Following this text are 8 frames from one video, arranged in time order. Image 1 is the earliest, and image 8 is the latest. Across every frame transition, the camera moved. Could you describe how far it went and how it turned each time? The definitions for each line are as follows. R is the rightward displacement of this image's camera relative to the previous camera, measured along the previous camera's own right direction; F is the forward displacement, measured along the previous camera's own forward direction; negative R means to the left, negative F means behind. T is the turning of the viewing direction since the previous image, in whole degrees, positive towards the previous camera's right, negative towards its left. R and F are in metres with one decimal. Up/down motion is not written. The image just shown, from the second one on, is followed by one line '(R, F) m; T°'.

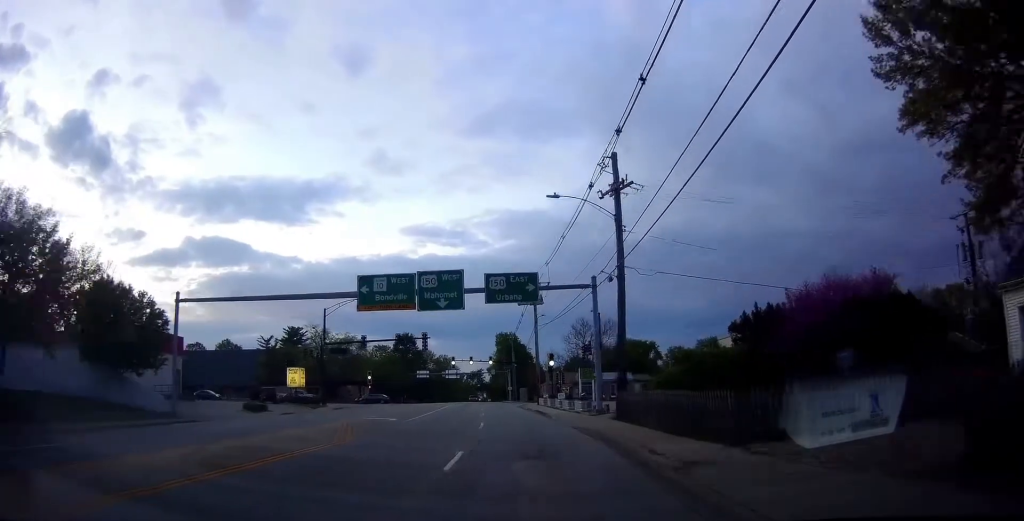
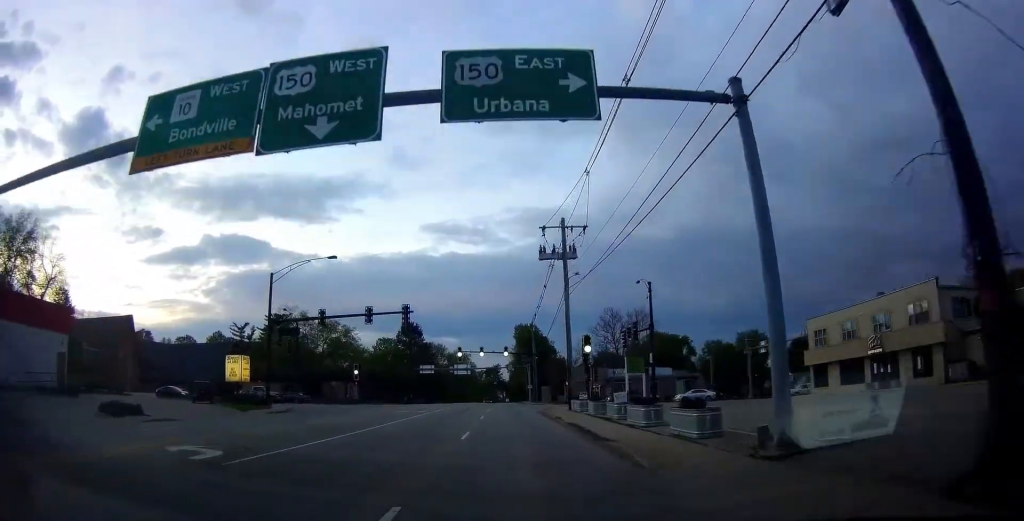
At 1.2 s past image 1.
(+0.8, +18.5) m; +1°
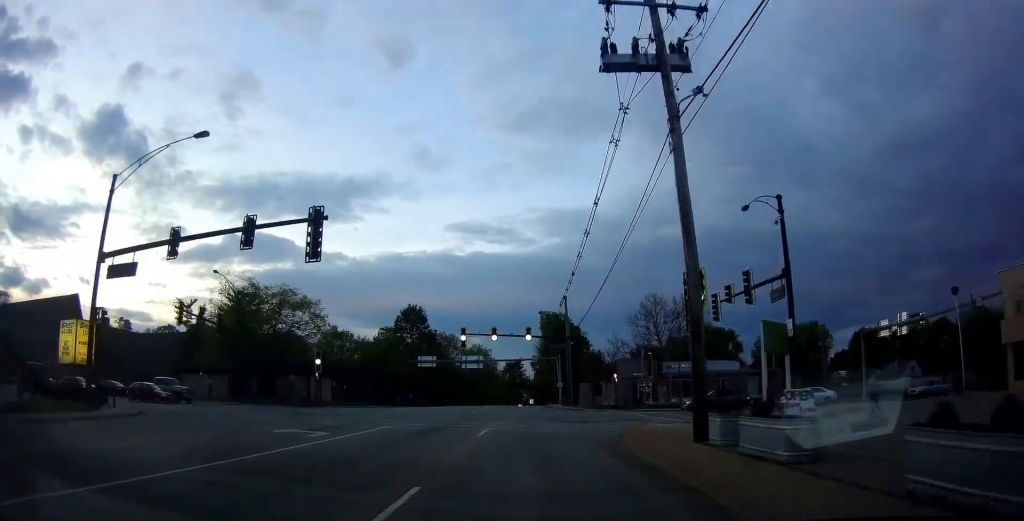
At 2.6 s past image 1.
(-1.6, +23.2) m; -6°
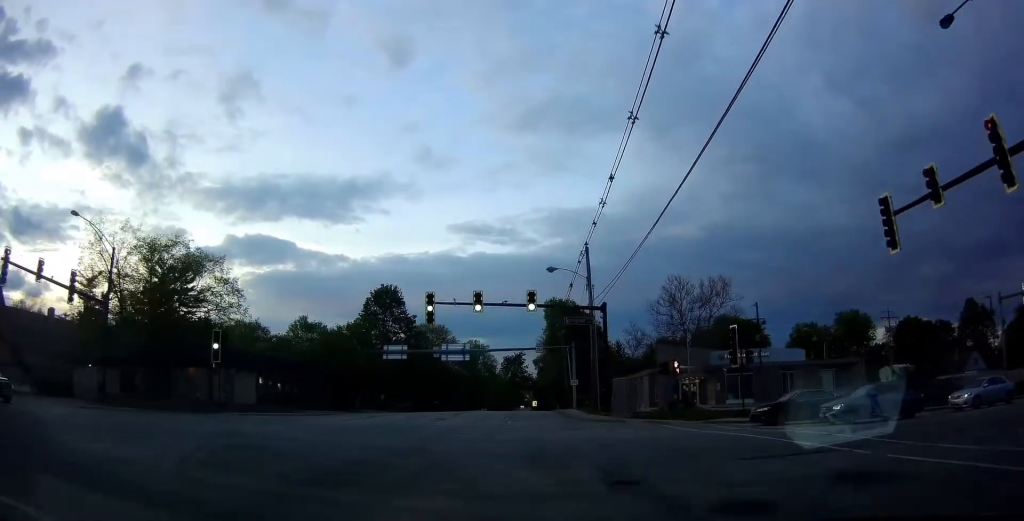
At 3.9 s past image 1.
(-0.1, +20.4) m; +2°
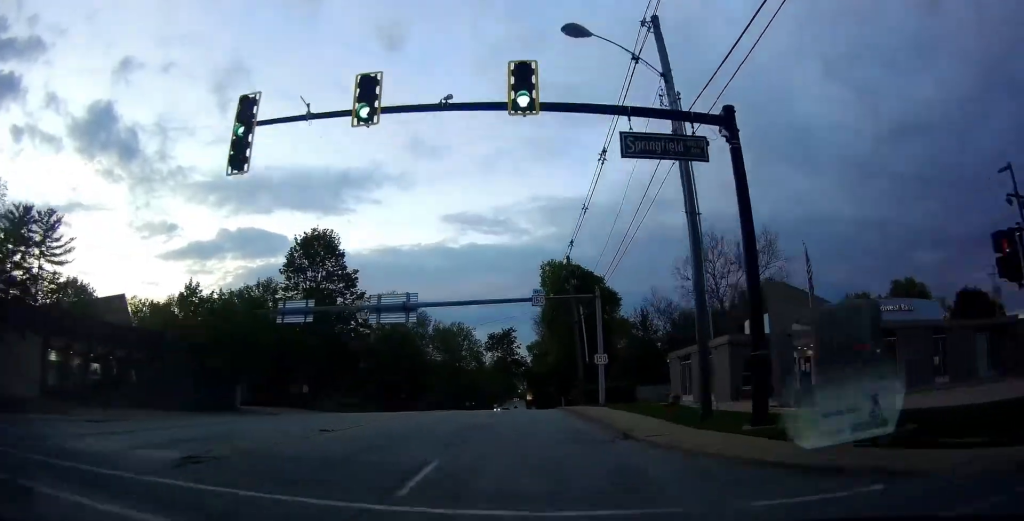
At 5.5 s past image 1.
(+0.5, +24.2) m; +1°
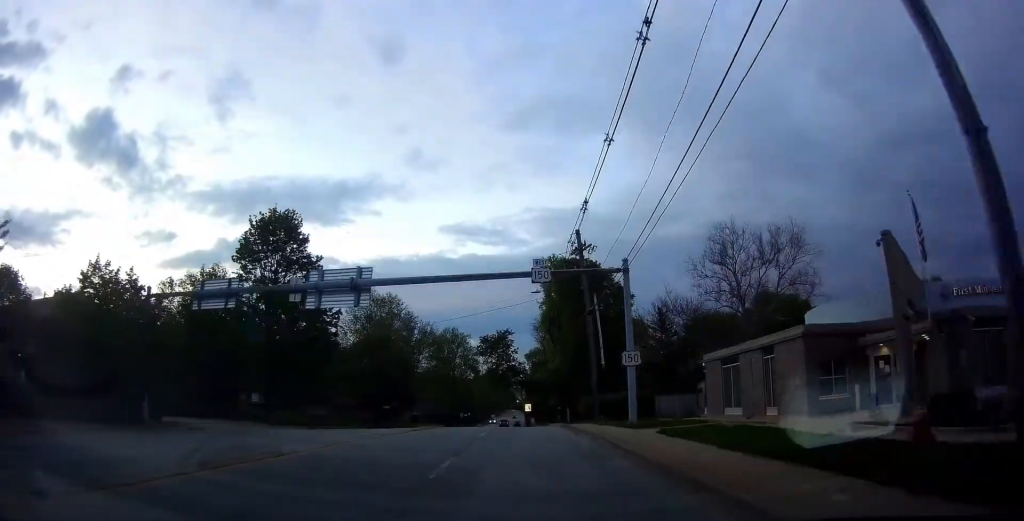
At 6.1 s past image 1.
(0.0, +9.7) m; 0°
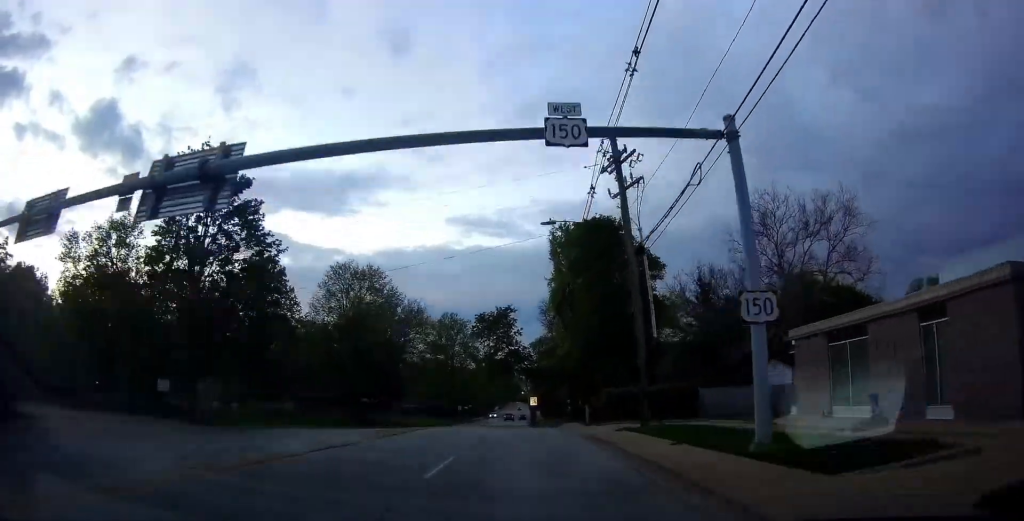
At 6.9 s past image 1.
(0.0, +12.4) m; -2°
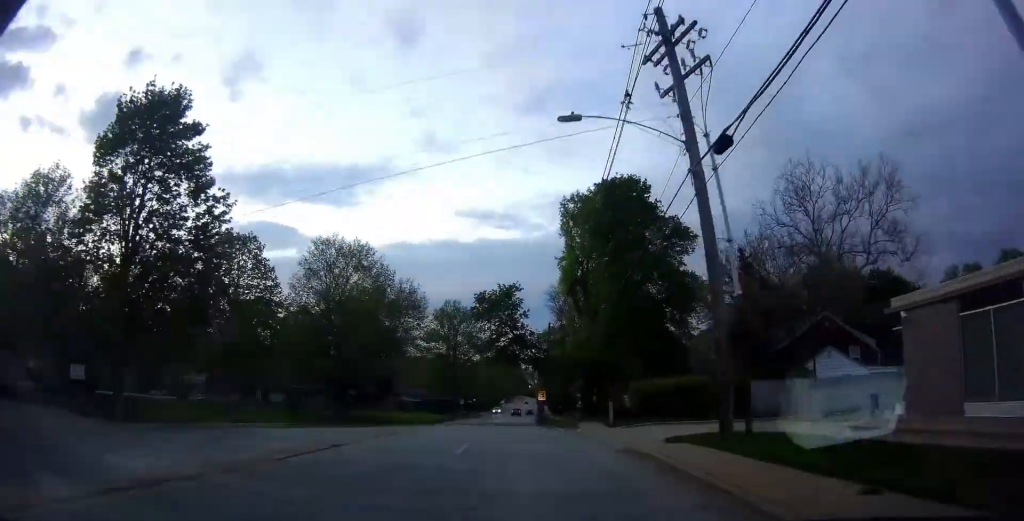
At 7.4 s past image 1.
(+0.1, +7.2) m; -1°
